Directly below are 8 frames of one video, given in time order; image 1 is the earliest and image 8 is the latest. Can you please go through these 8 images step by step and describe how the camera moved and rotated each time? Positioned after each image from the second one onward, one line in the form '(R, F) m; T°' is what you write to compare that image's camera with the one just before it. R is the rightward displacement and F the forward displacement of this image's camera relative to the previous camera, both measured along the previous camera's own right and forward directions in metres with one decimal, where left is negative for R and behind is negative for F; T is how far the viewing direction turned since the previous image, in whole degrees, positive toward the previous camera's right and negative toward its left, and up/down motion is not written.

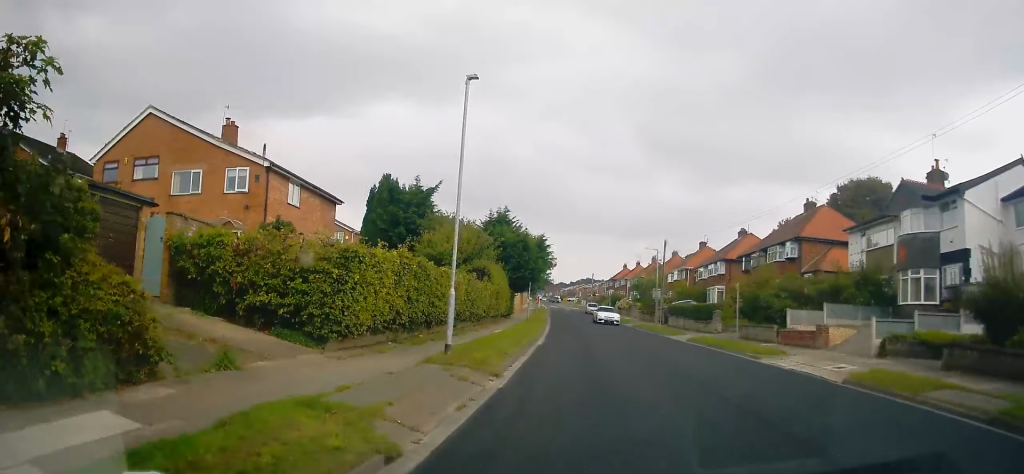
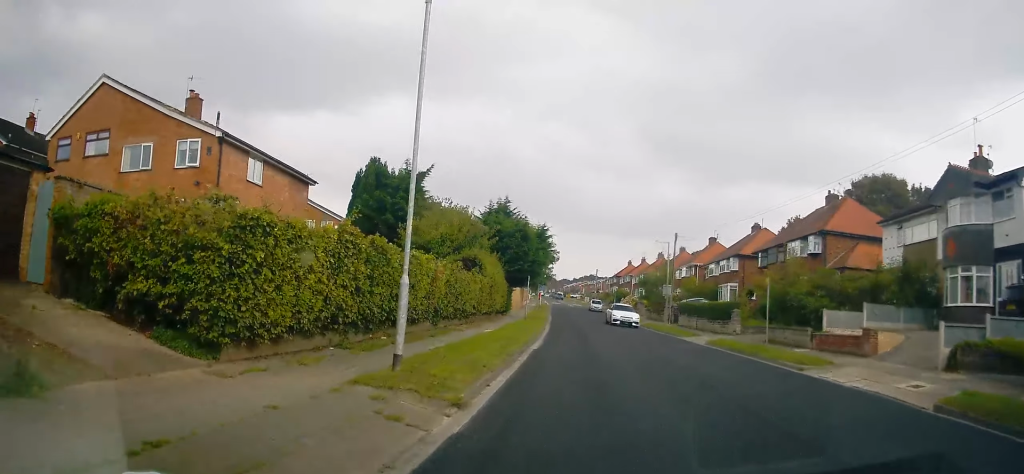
(+0.1, +3.8) m; 0°
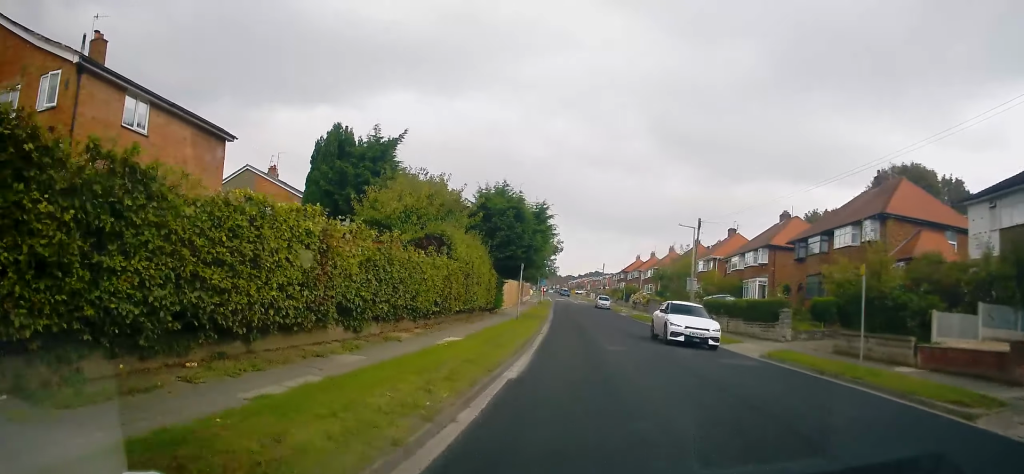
(-0.1, +7.7) m; +1°
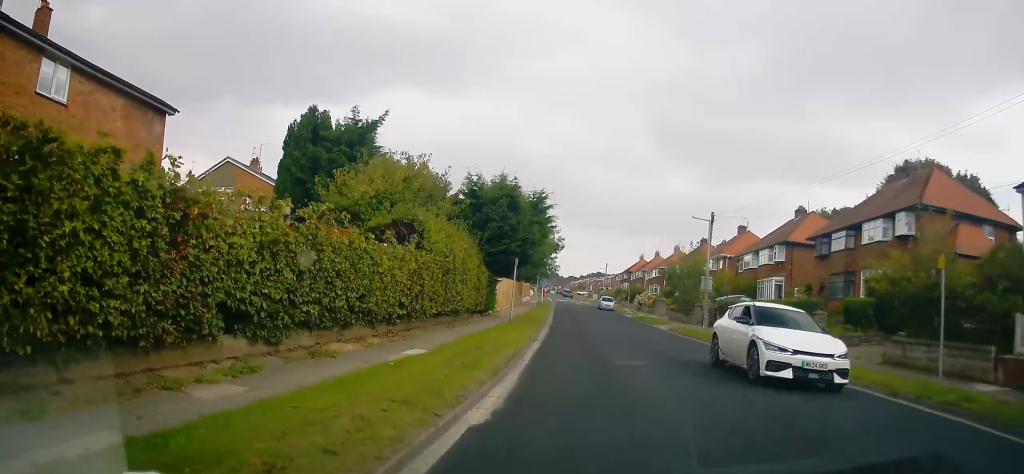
(0.0, +3.8) m; 0°
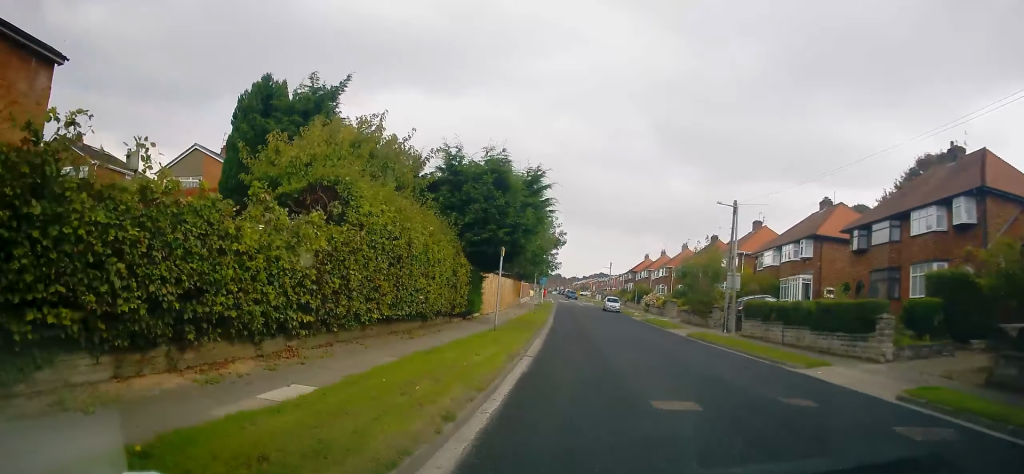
(+0.2, +5.5) m; -1°
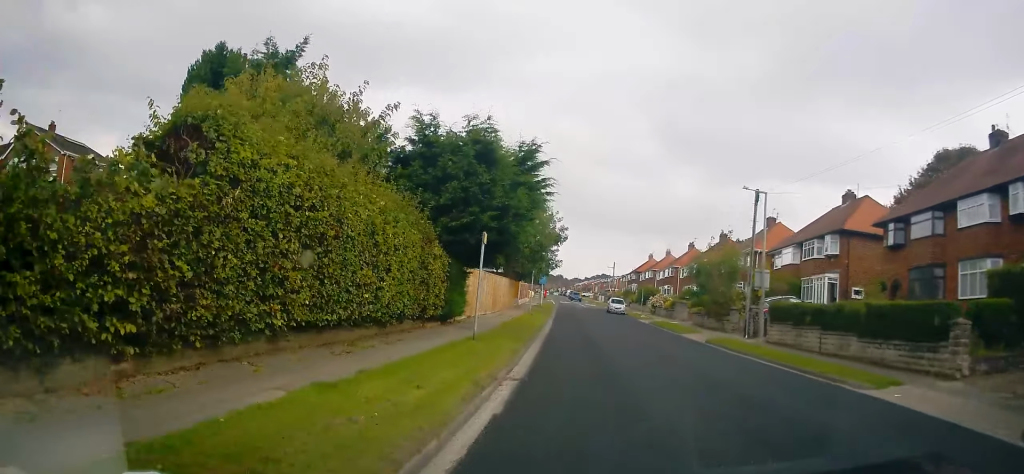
(-0.2, +4.2) m; -1°
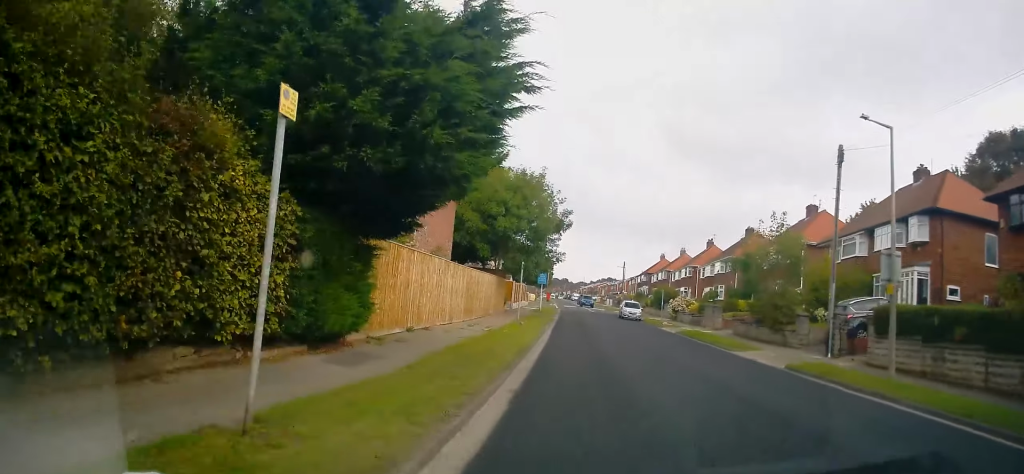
(0.0, +10.3) m; +3°
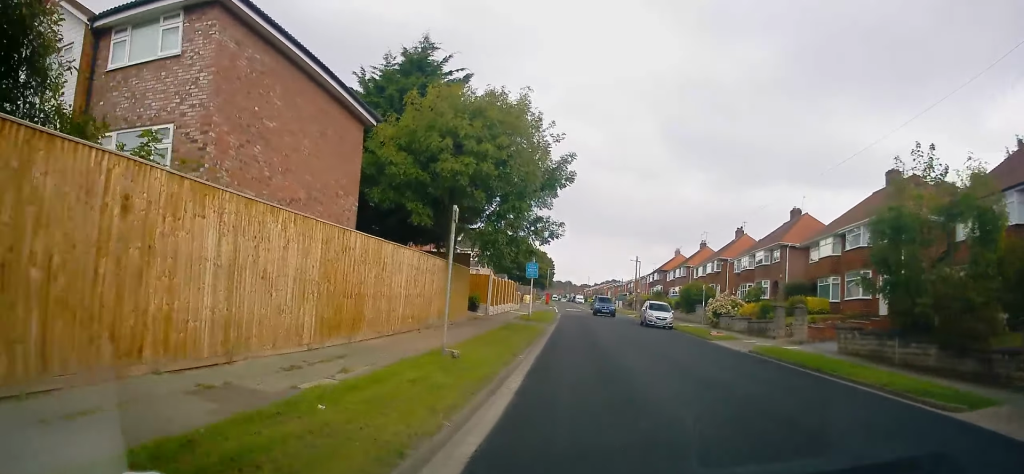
(+0.1, +14.0) m; -2°
